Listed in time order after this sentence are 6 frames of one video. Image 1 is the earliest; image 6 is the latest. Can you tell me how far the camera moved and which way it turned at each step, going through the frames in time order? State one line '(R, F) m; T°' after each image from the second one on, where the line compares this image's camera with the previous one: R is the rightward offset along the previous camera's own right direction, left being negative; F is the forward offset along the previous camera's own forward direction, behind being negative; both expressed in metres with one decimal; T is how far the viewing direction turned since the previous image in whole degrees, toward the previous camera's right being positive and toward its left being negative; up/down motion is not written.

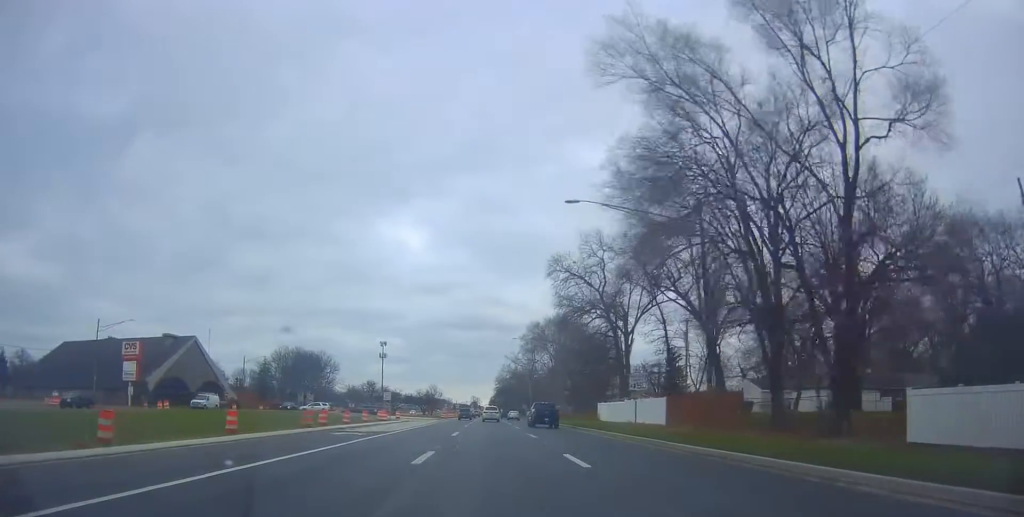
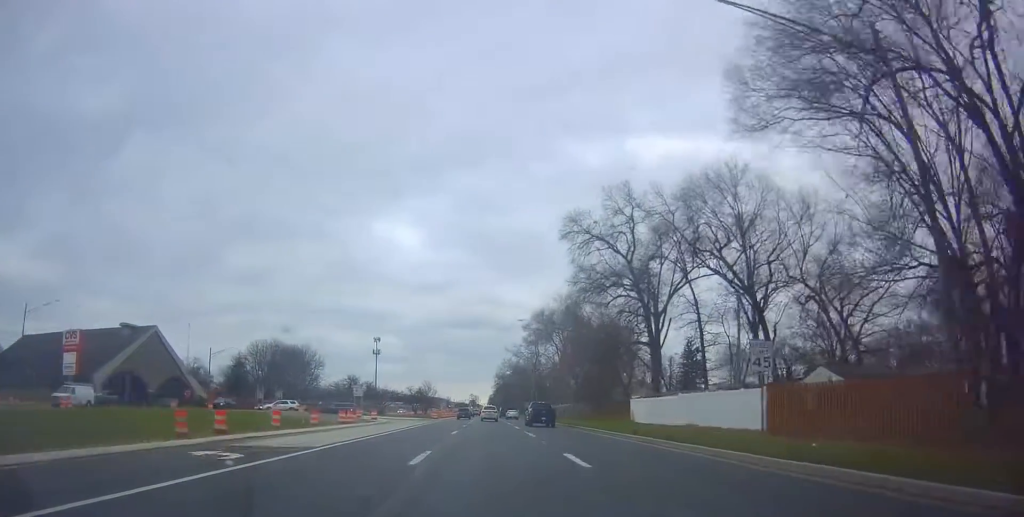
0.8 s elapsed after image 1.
(0.0, +15.1) m; -2°
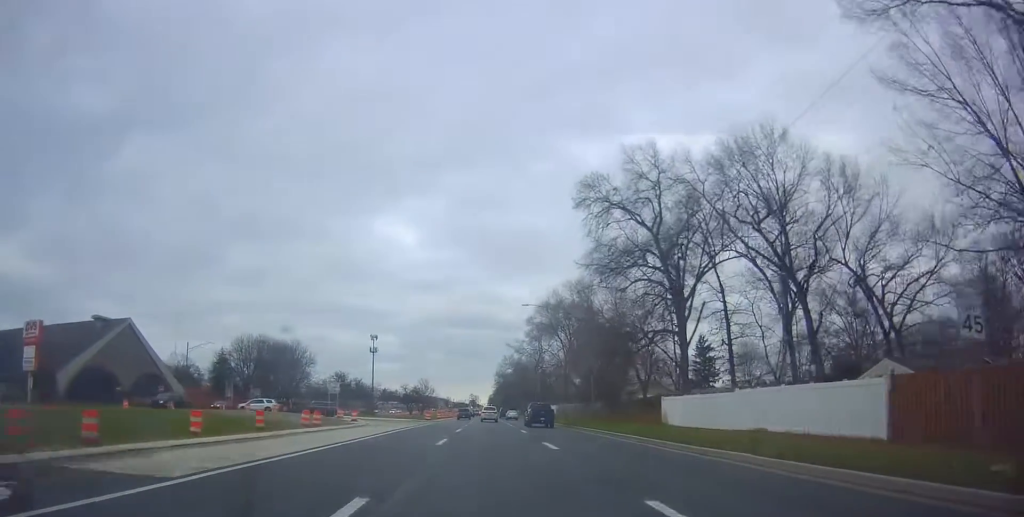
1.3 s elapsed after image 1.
(0.0, +8.8) m; -1°
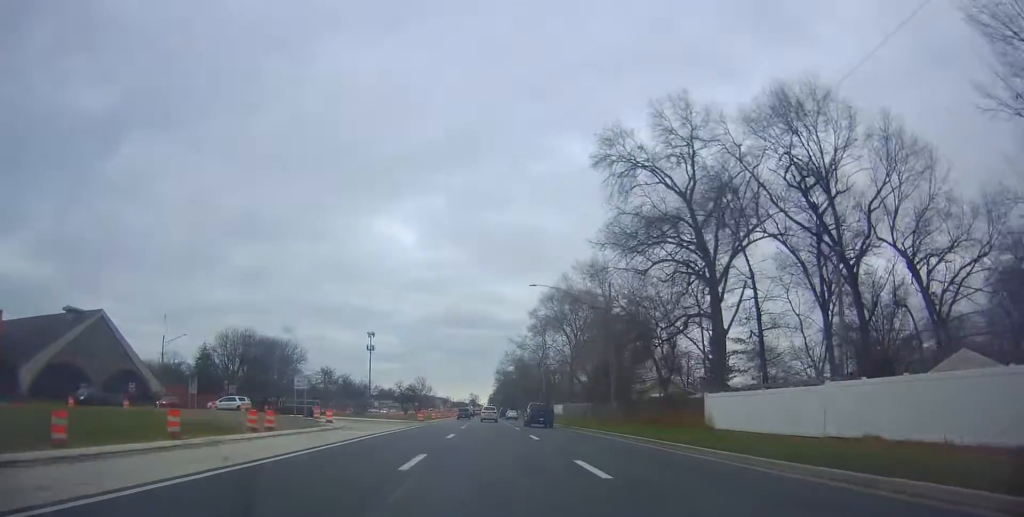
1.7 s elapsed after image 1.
(-0.4, +8.3) m; 0°
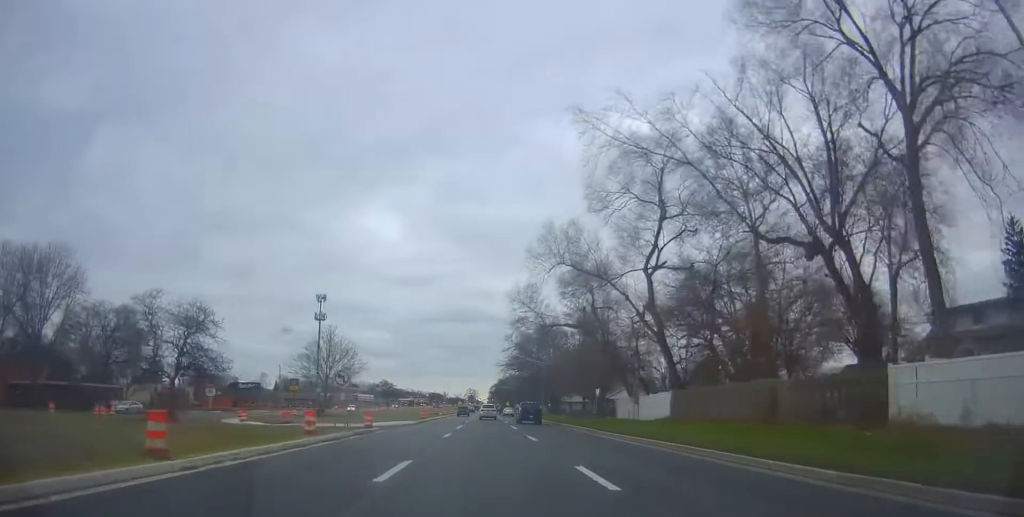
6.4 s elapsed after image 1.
(+2.7, +89.5) m; 0°
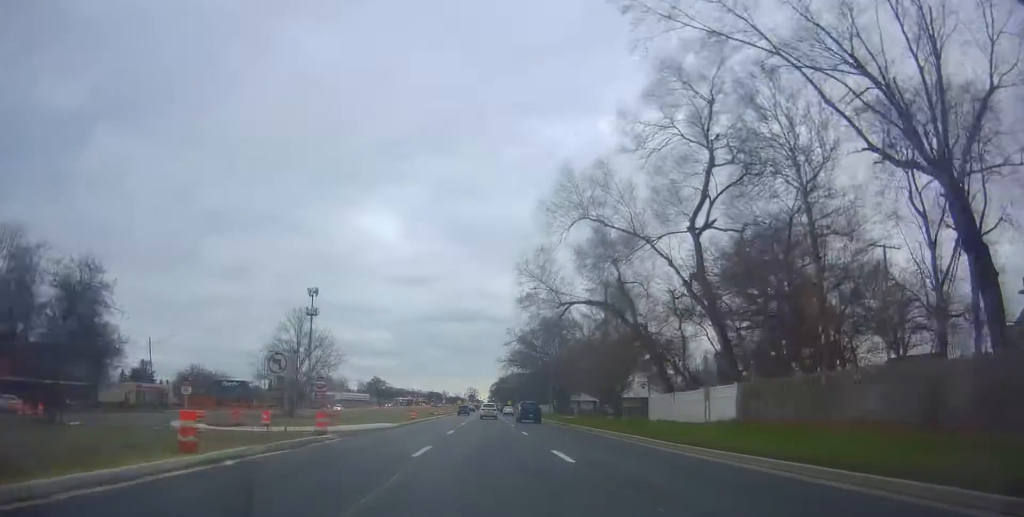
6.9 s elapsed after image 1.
(-0.4, +10.2) m; 0°
